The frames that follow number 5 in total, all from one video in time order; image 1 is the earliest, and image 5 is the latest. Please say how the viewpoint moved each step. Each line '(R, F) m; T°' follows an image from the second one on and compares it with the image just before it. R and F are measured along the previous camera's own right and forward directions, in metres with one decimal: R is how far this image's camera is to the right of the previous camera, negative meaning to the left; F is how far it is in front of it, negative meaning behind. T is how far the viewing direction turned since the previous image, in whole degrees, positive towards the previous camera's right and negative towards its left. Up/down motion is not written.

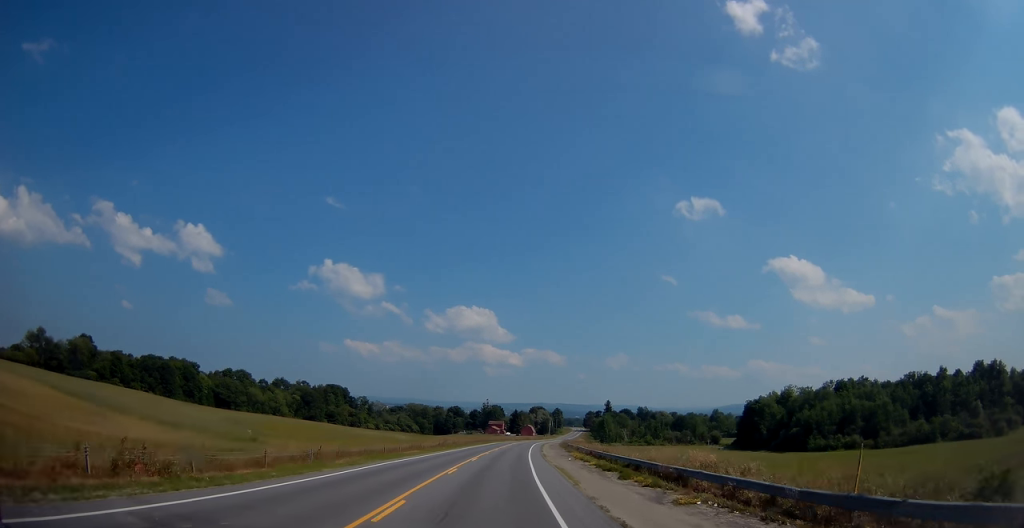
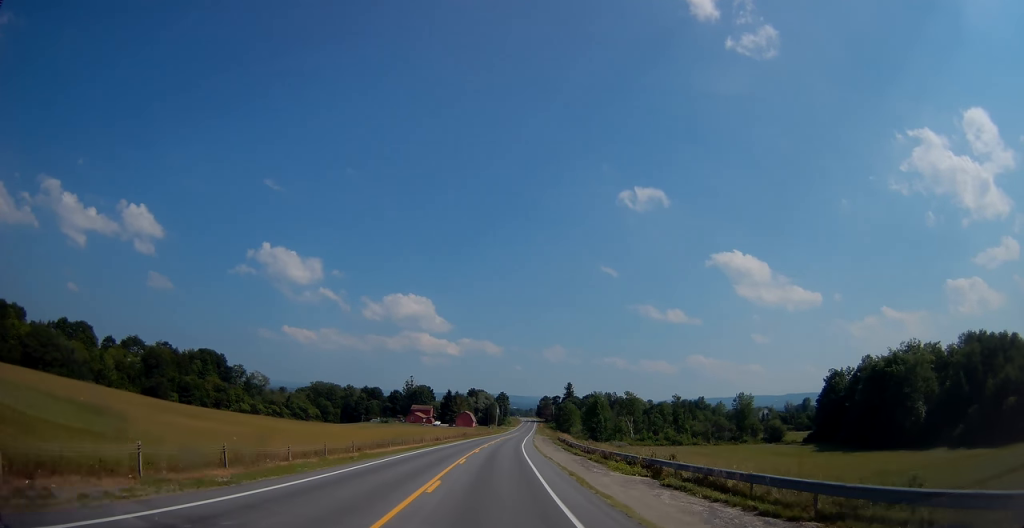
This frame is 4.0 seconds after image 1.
(+4.9, +105.4) m; +5°
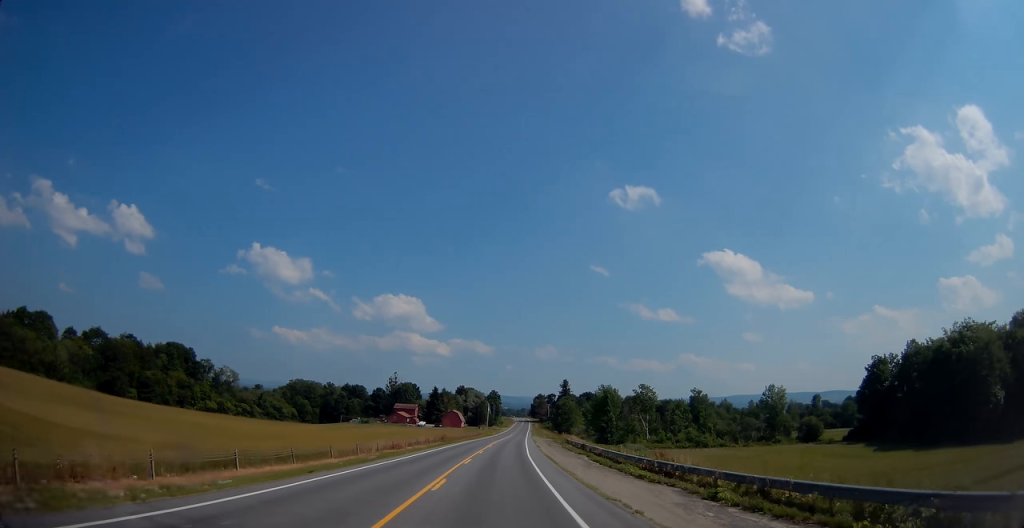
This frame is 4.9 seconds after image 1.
(+0.1, +23.9) m; +1°
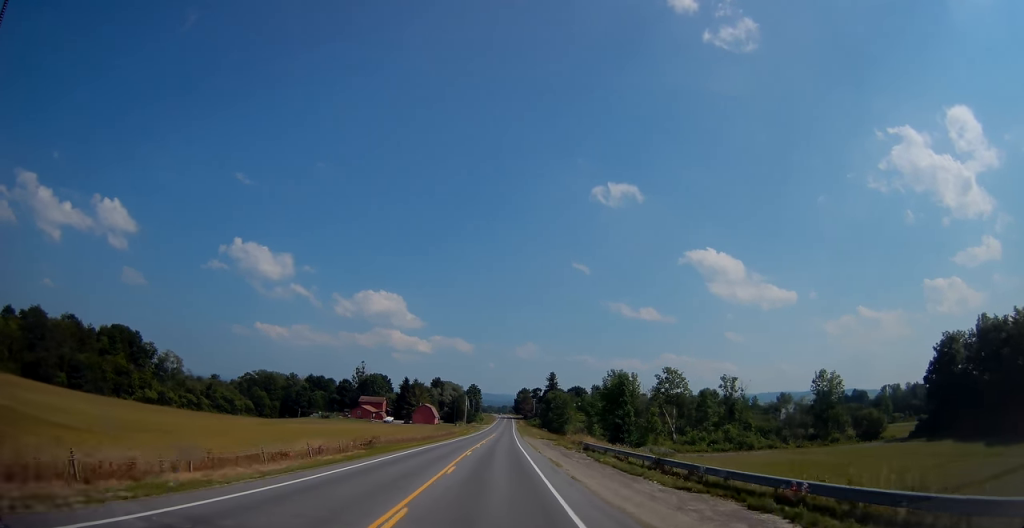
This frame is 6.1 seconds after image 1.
(+0.7, +31.7) m; +2°
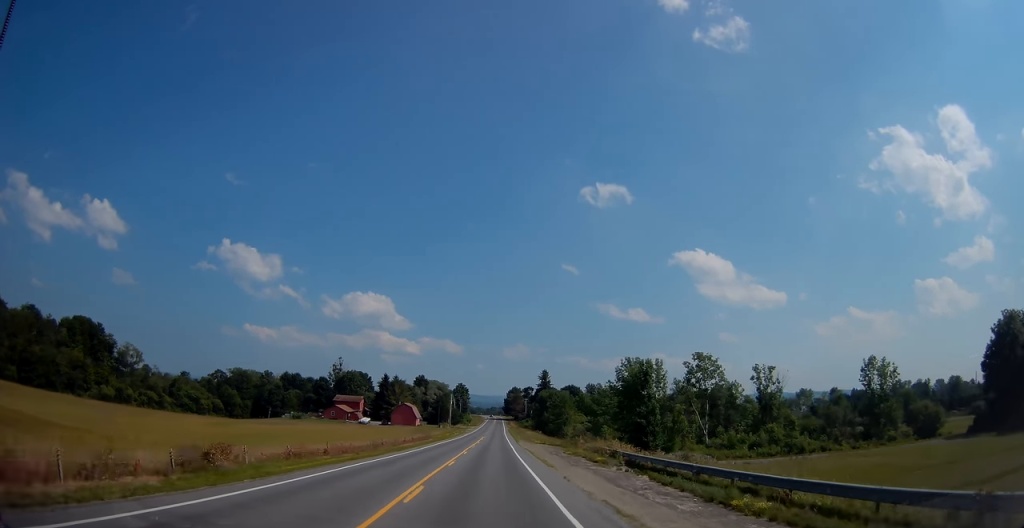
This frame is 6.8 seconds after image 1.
(-0.1, +20.2) m; +1°
